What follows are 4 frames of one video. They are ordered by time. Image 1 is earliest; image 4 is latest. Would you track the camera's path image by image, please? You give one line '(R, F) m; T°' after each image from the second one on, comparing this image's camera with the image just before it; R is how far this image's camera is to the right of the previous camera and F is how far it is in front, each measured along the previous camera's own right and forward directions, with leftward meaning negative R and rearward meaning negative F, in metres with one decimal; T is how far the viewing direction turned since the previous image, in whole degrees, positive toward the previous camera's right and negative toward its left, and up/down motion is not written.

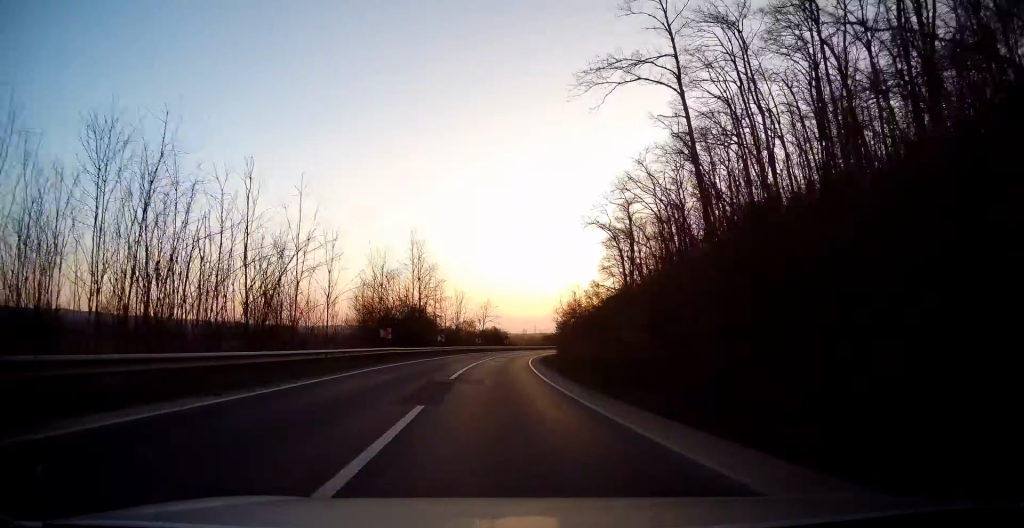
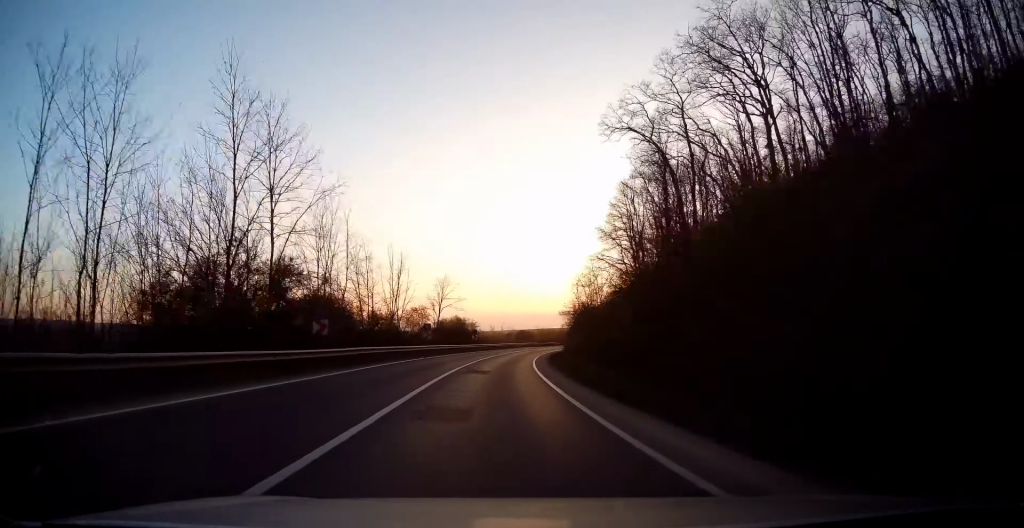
(+0.7, +32.8) m; +2°
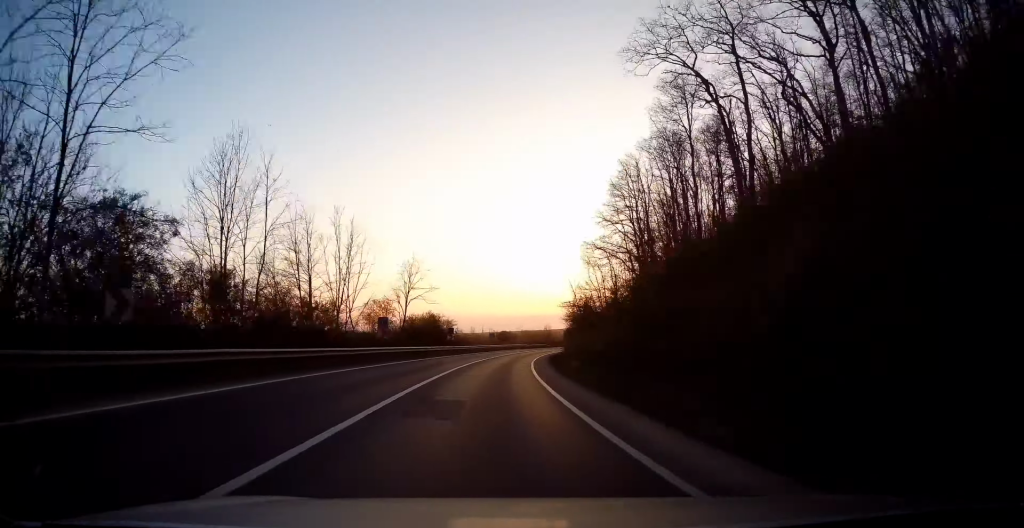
(-0.1, +12.7) m; +1°
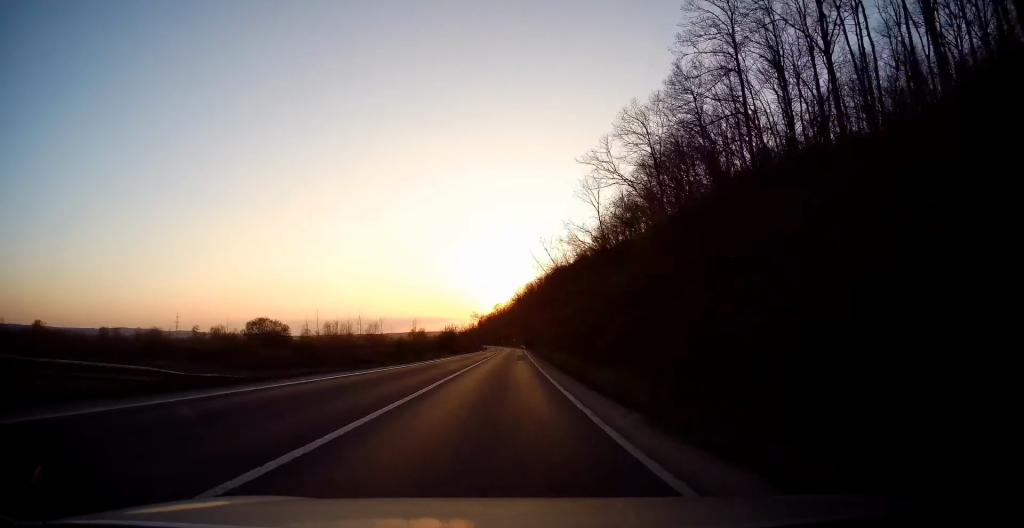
(+16.5, +109.9) m; +18°
